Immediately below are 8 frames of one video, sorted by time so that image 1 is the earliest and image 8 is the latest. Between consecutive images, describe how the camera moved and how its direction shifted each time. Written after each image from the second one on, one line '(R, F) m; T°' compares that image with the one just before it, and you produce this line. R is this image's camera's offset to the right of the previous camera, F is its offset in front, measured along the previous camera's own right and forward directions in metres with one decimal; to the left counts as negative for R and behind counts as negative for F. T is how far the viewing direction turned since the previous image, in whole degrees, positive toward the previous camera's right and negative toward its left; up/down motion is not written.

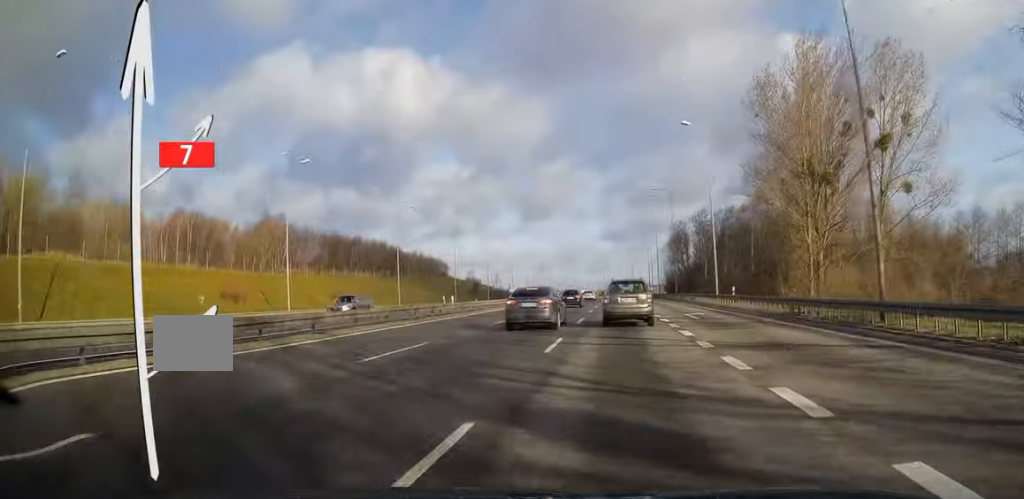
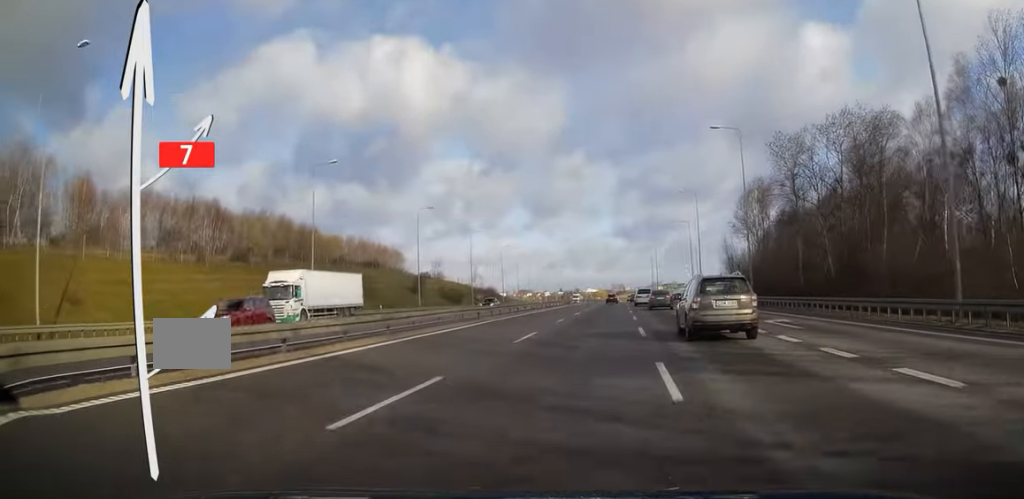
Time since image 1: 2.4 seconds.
(-0.2, +66.3) m; -1°
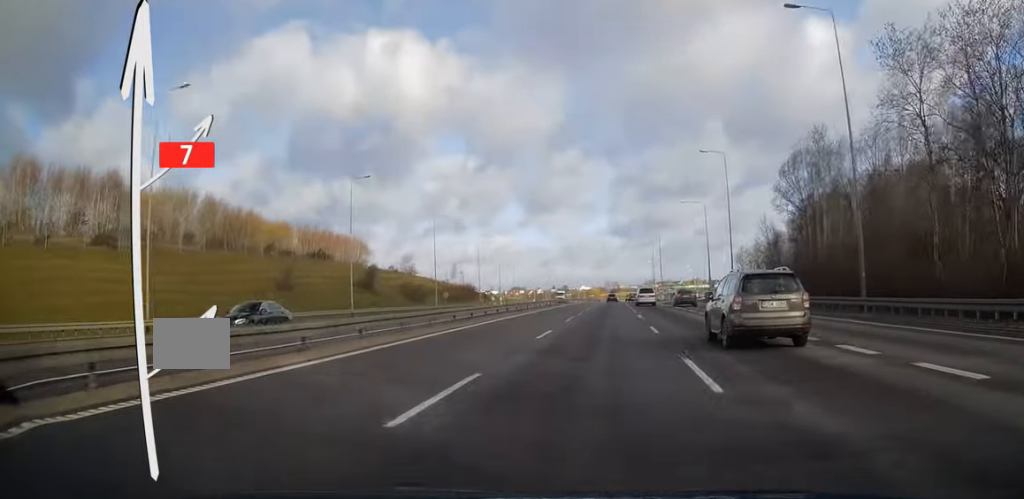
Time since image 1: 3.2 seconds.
(-0.1, +23.6) m; 0°
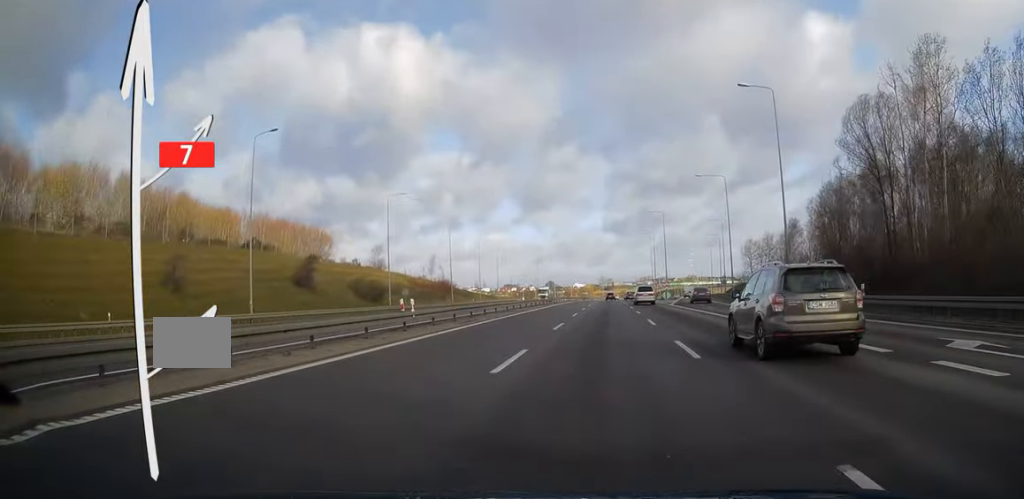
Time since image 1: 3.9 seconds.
(+0.1, +20.0) m; 0°
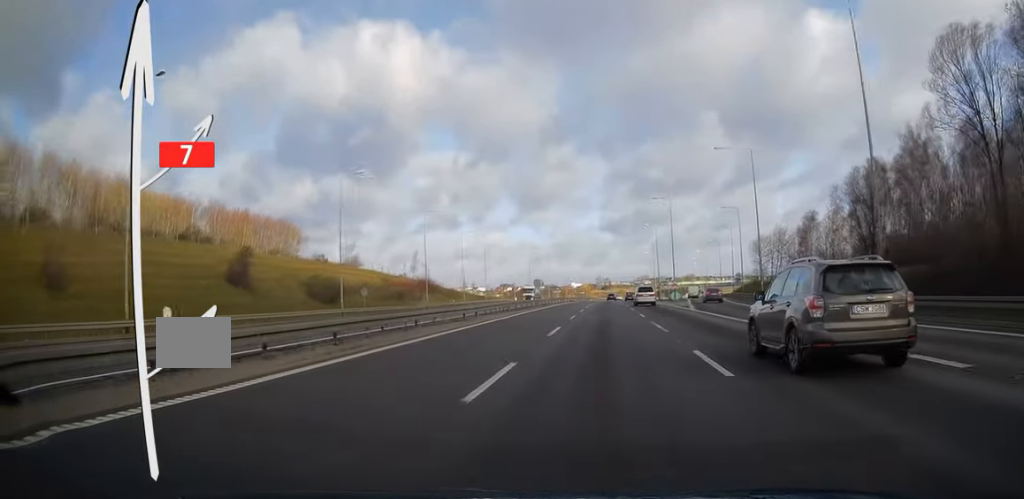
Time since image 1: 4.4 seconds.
(+0.1, +14.8) m; 0°
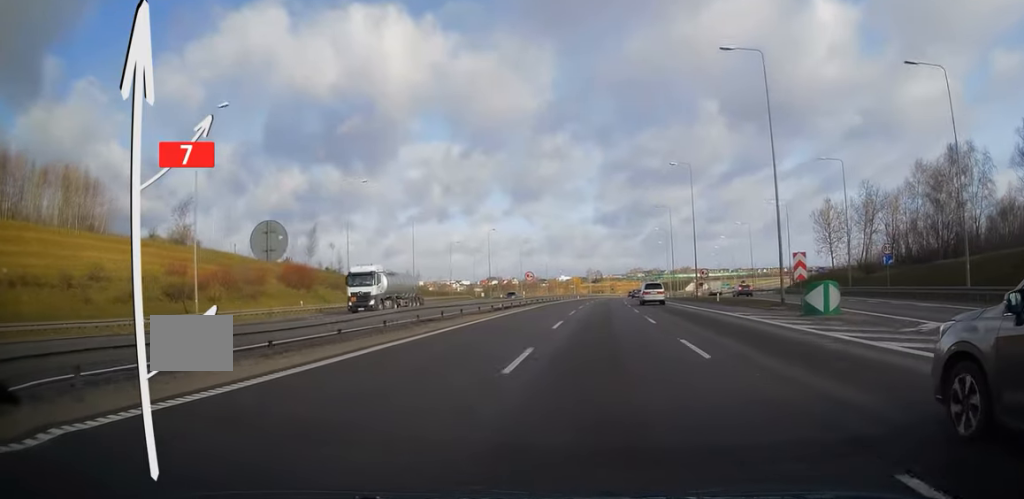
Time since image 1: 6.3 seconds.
(+0.2, +57.9) m; +1°
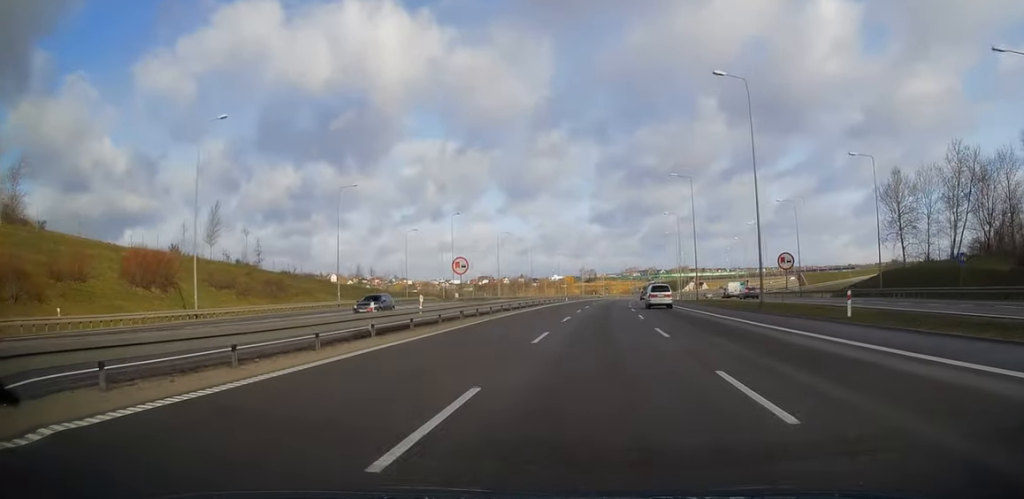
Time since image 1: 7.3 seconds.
(+0.3, +29.9) m; +1°
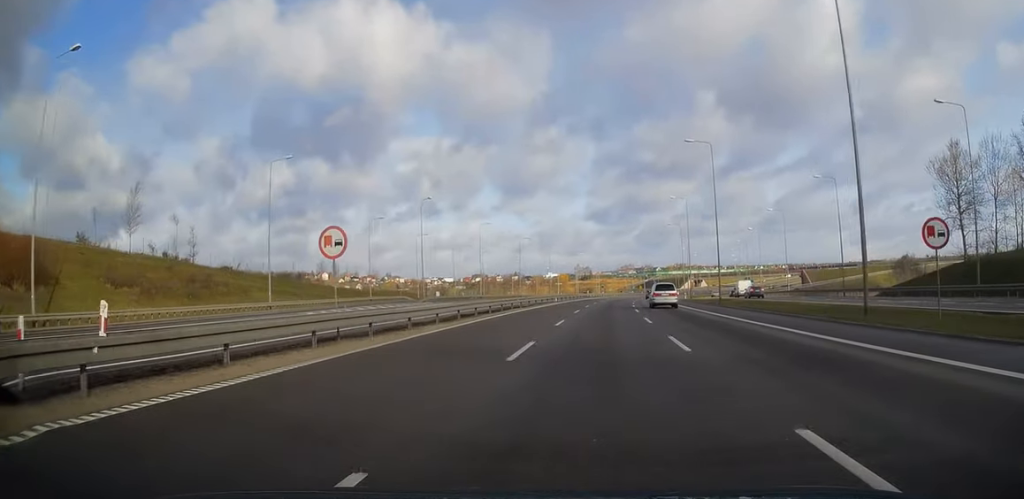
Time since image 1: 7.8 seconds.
(0.0, +16.5) m; 0°
